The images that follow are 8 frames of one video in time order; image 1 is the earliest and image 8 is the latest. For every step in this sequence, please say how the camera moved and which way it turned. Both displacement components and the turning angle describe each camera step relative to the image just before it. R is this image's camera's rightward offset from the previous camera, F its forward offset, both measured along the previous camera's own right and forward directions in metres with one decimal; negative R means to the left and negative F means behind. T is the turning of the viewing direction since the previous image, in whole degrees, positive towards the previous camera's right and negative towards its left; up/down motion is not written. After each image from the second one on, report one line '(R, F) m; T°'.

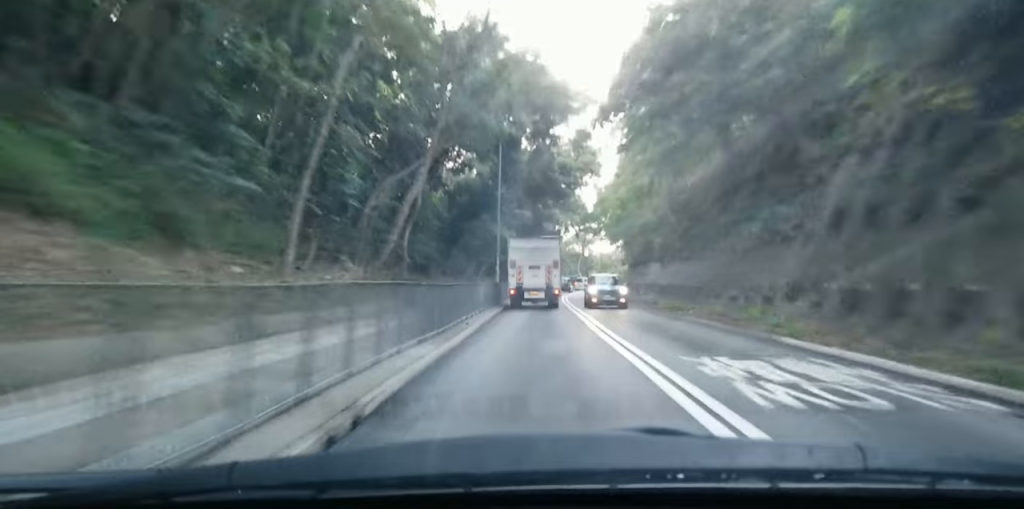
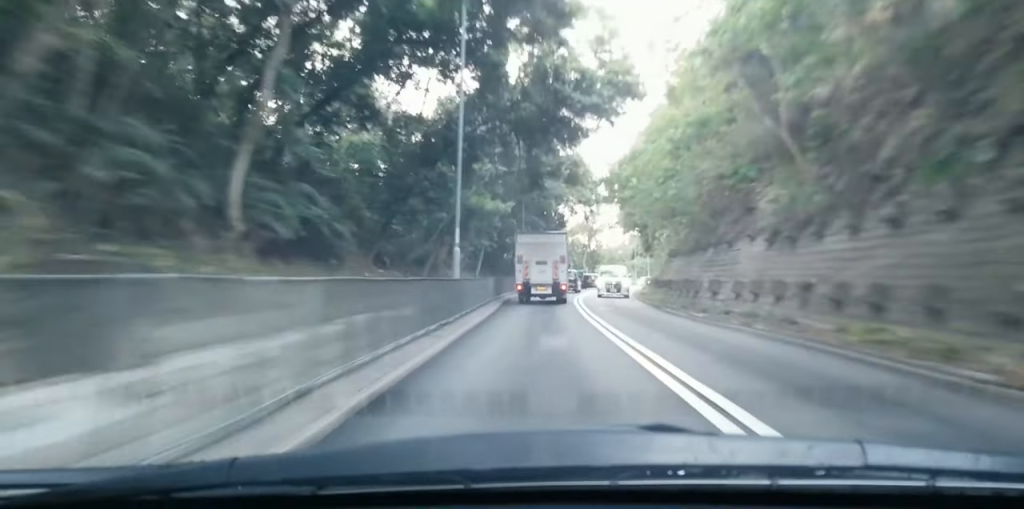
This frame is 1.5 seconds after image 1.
(0.0, +20.0) m; 0°
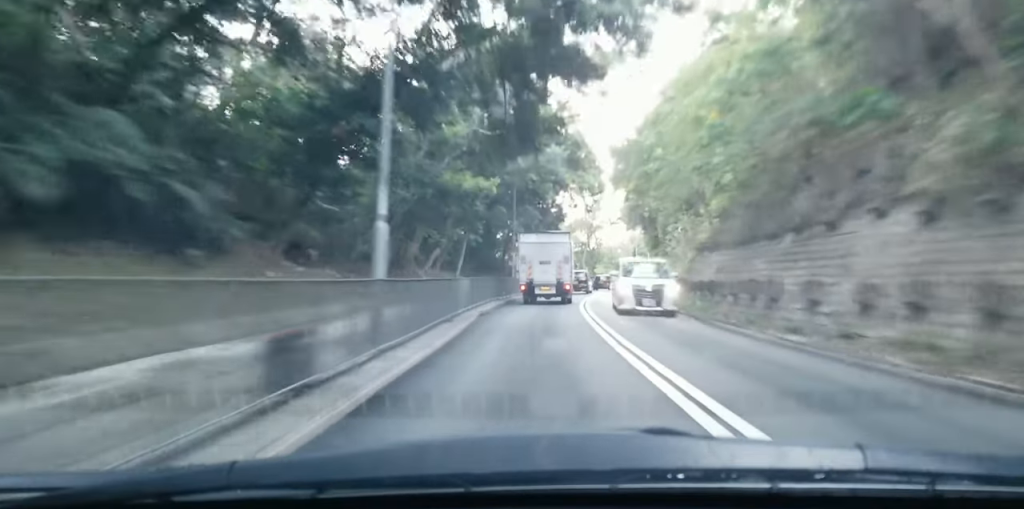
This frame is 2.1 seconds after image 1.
(0.0, +8.6) m; 0°
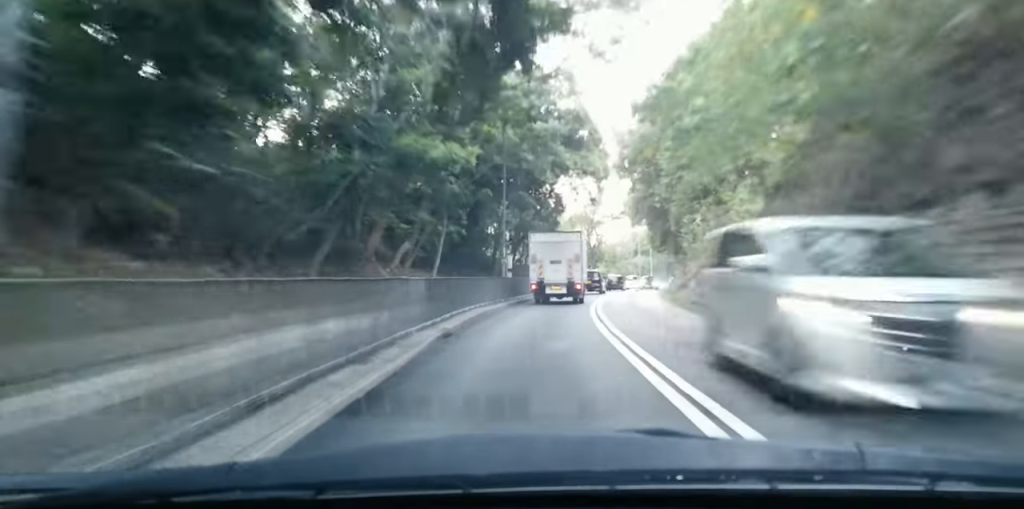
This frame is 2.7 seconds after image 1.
(0.0, +8.1) m; 0°
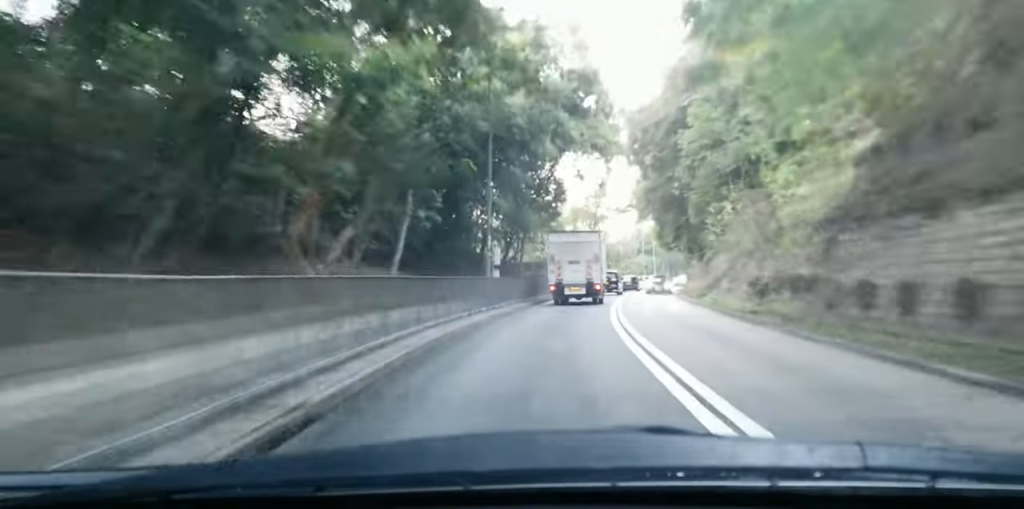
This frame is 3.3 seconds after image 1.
(0.0, +8.2) m; 0°
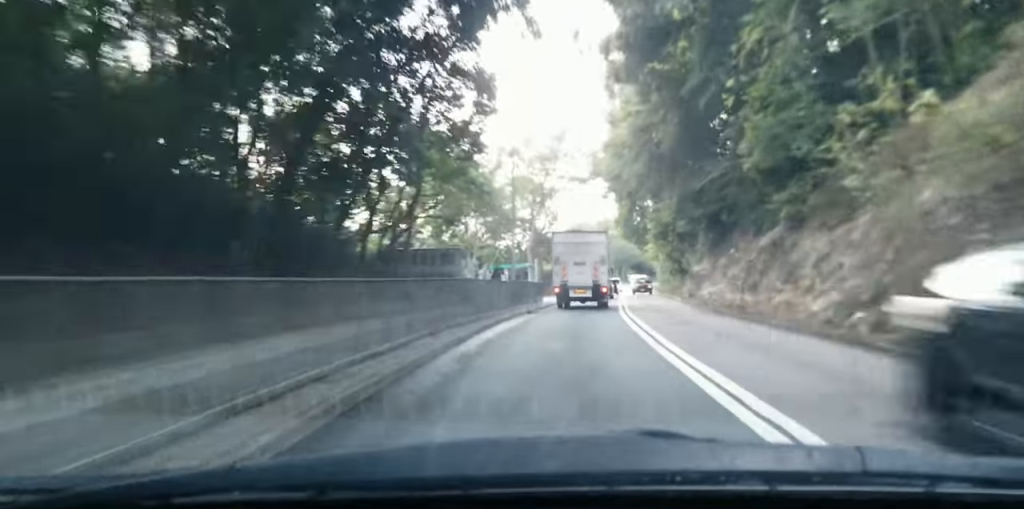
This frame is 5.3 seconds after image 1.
(0.0, +26.6) m; 0°
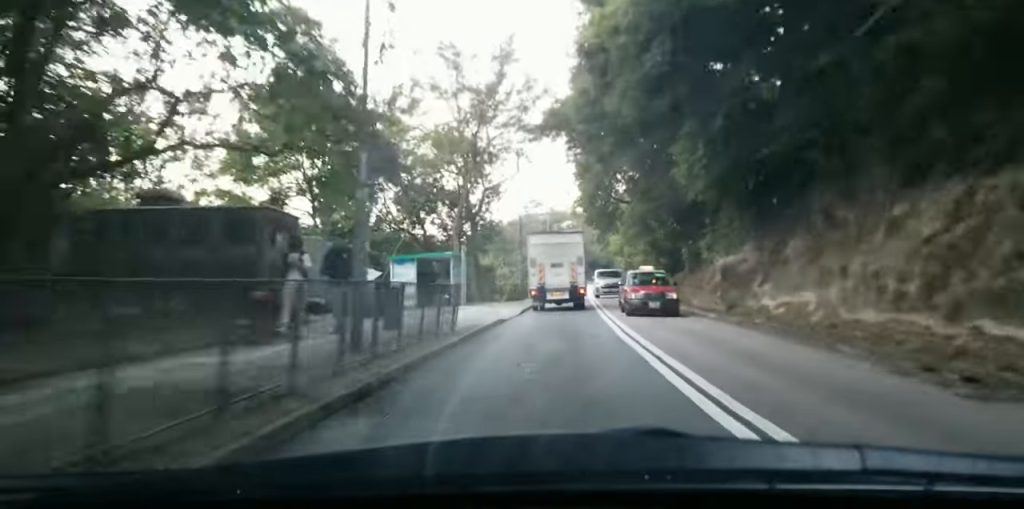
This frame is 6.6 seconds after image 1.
(+0.3, +18.2) m; +4°
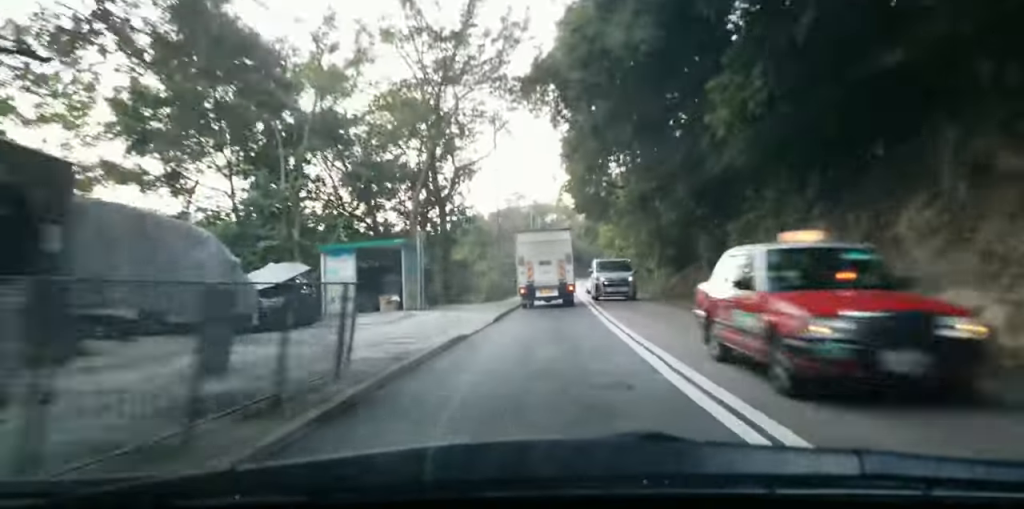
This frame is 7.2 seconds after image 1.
(+0.1, +7.9) m; +3°
